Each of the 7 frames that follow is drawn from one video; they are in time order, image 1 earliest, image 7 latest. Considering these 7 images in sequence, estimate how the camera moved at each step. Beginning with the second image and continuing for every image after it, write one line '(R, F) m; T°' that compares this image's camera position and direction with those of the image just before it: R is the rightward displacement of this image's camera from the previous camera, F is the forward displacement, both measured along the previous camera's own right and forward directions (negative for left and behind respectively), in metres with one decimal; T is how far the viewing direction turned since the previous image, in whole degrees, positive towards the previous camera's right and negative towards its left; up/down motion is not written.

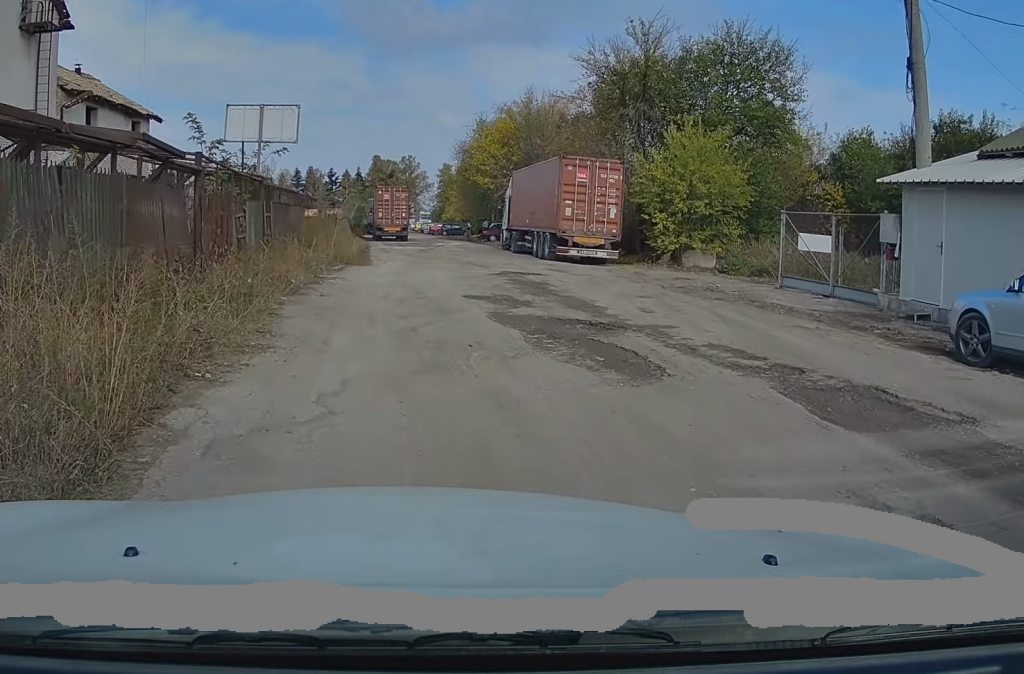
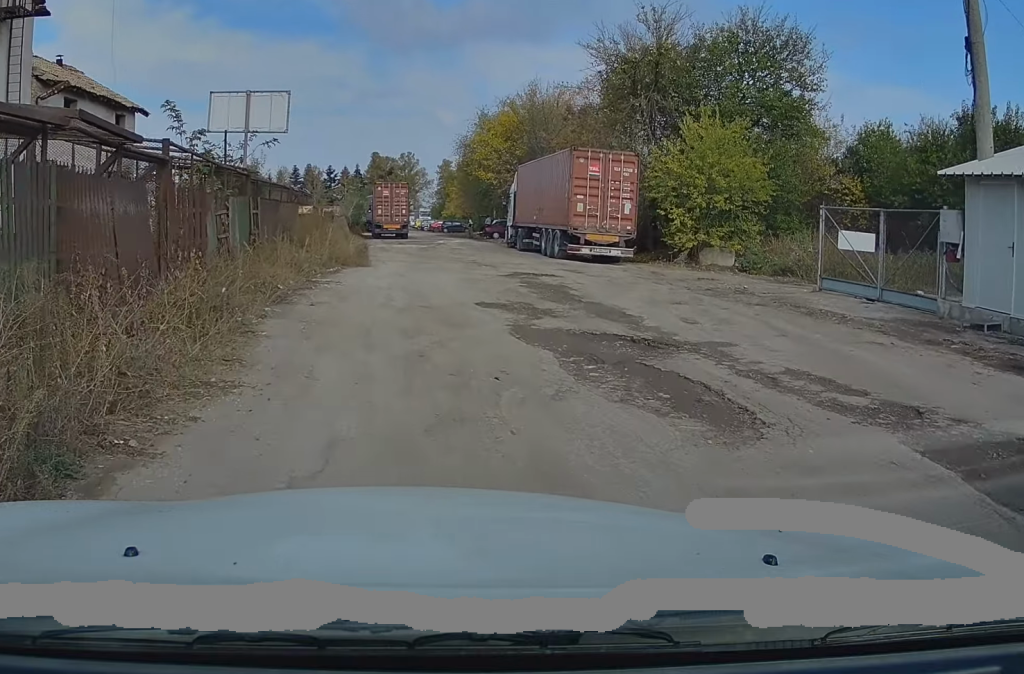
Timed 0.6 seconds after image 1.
(-0.1, +2.1) m; +1°
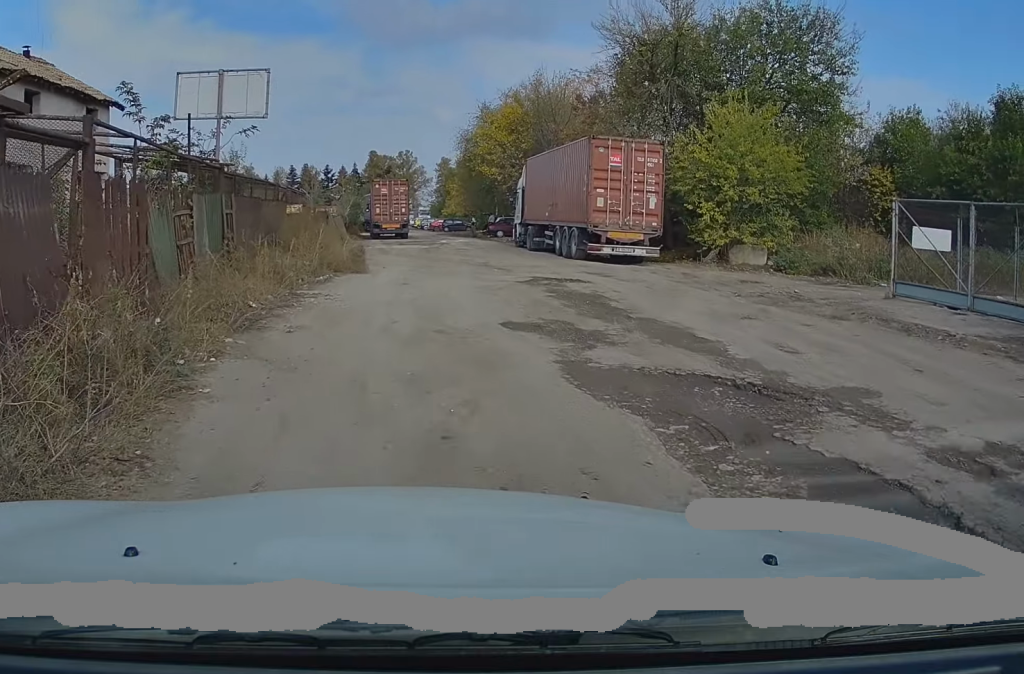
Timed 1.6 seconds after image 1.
(+0.1, +3.1) m; +2°
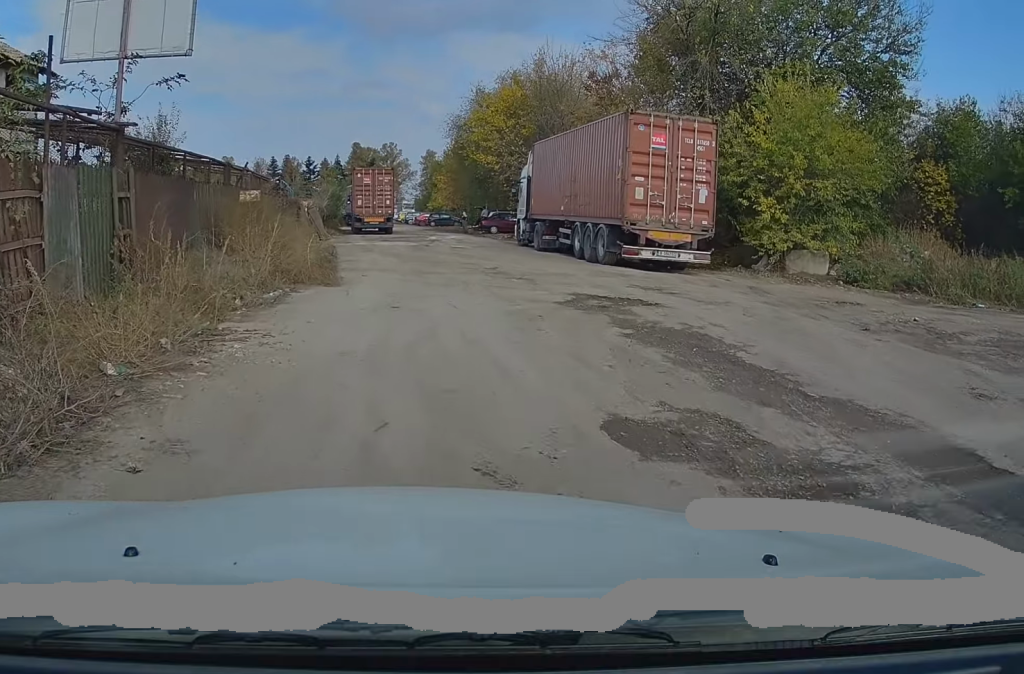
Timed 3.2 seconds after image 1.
(-0.1, +5.9) m; -1°
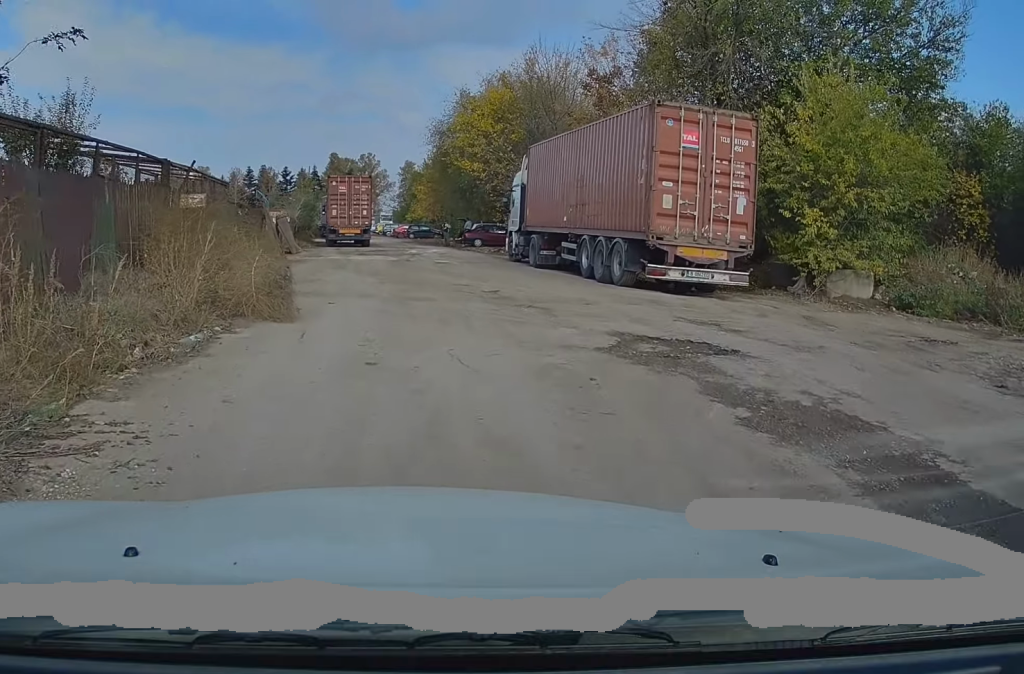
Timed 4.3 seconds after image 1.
(+0.1, +3.8) m; +3°
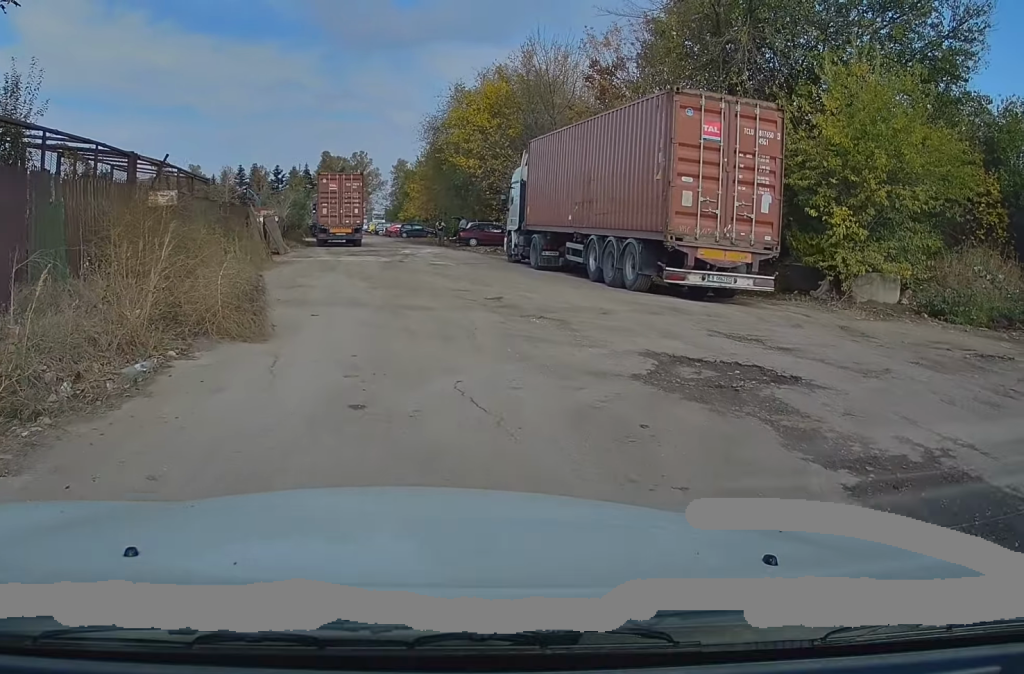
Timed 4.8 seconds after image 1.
(+0.1, +1.7) m; +1°
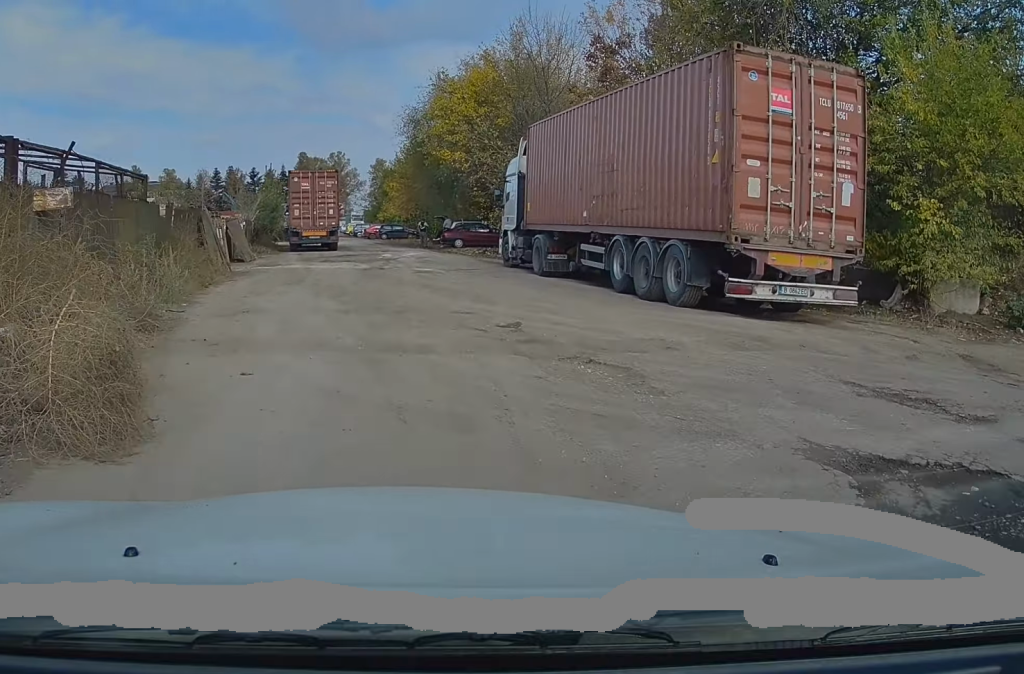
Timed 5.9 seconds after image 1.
(-0.1, +4.1) m; 0°
